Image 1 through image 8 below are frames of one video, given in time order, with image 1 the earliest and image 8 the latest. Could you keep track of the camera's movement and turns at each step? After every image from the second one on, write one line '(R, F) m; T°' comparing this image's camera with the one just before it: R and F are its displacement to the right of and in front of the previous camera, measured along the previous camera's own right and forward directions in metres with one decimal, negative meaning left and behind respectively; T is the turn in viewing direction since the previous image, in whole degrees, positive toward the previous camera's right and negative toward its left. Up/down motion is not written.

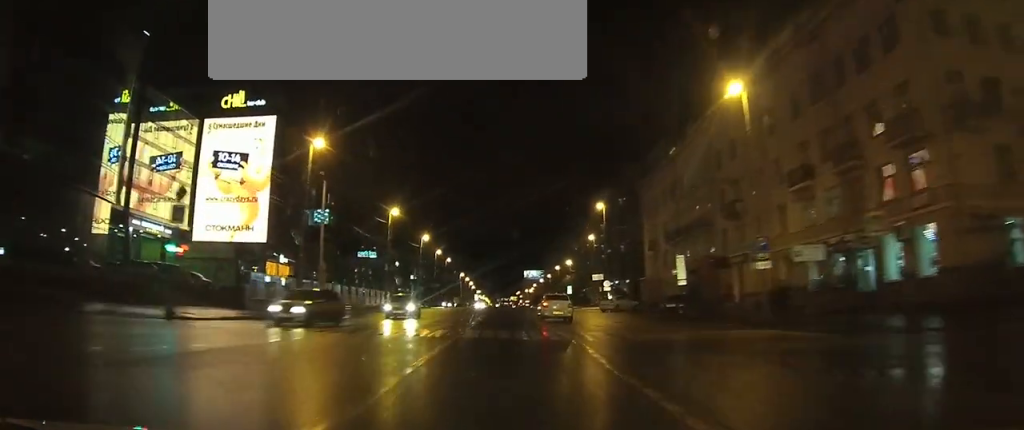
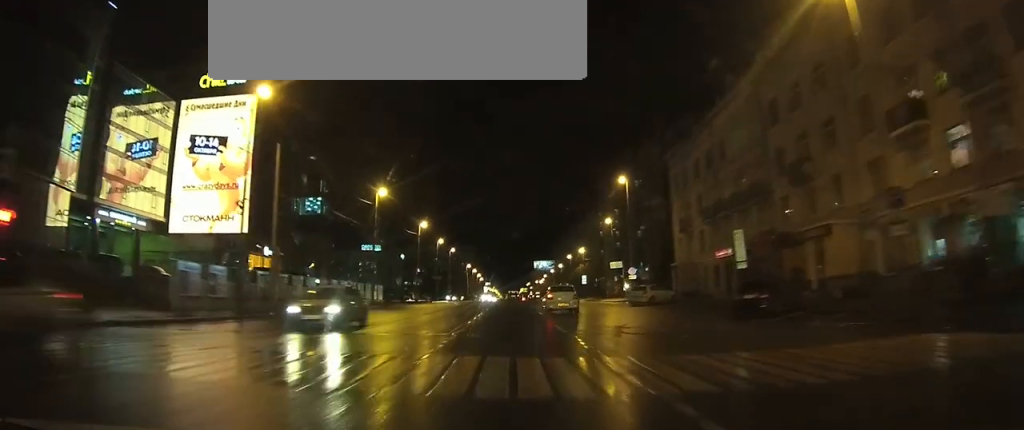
(0.0, +10.2) m; 0°
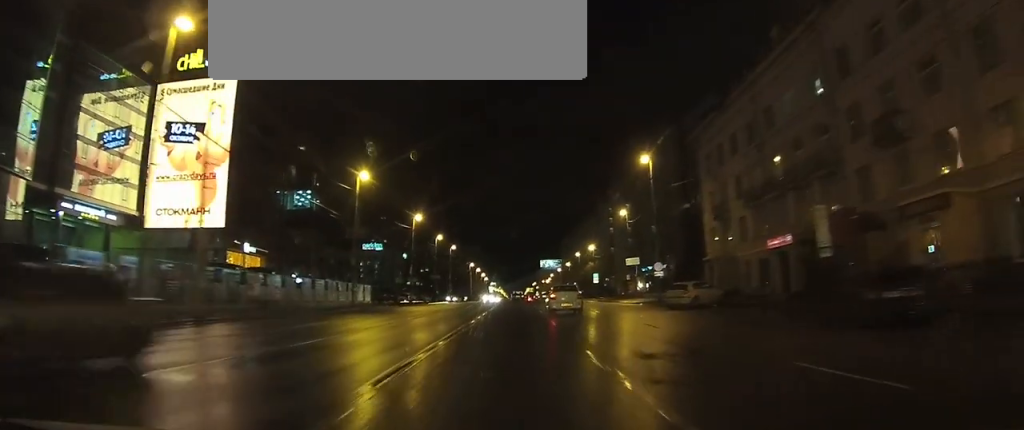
(0.0, +8.6) m; 0°
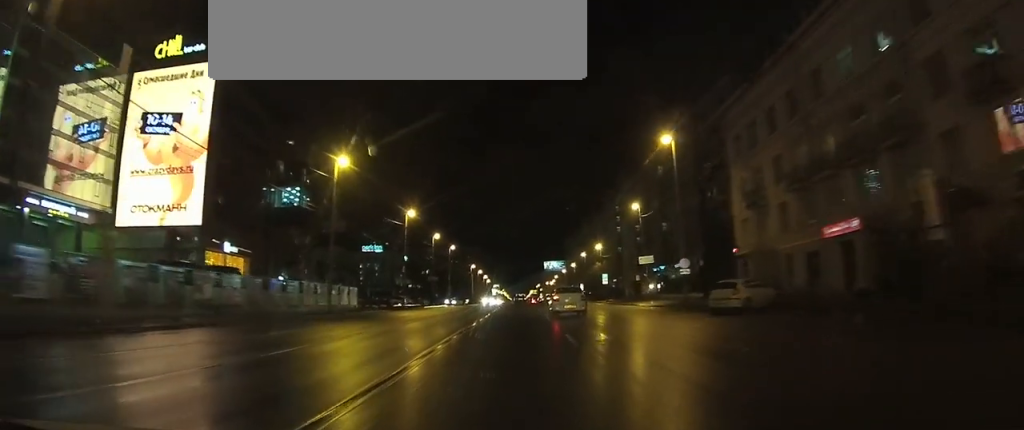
(0.0, +6.5) m; 0°
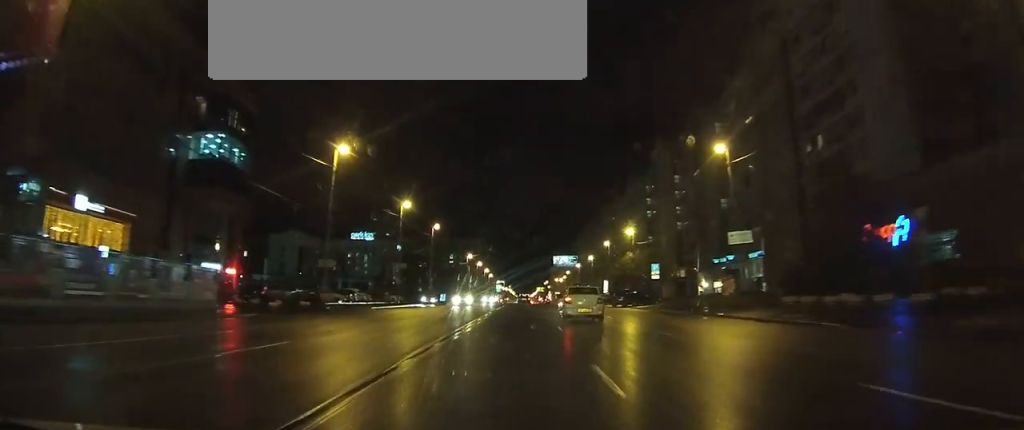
(-0.2, +27.1) m; -1°
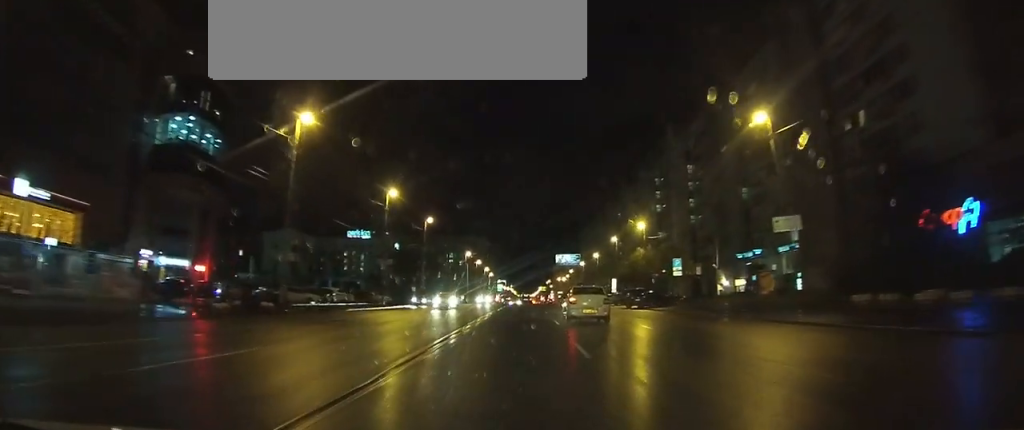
(0.0, +7.5) m; 0°
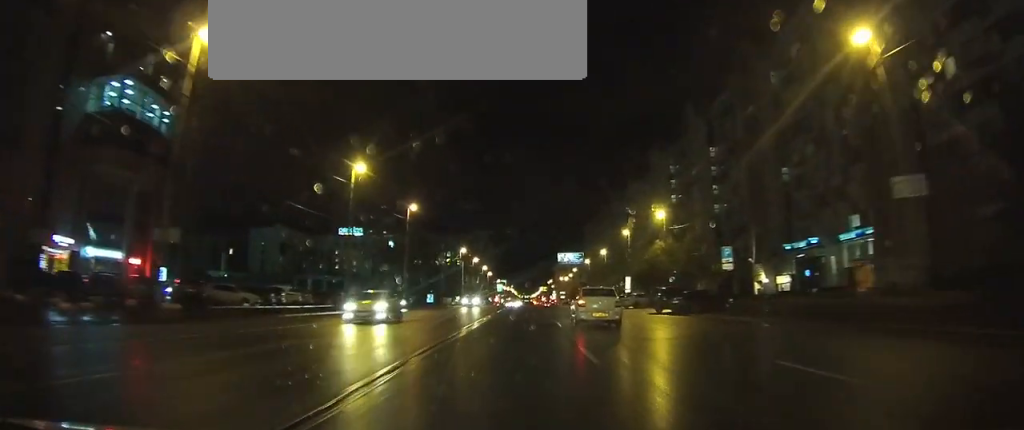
(0.0, +12.7) m; 0°
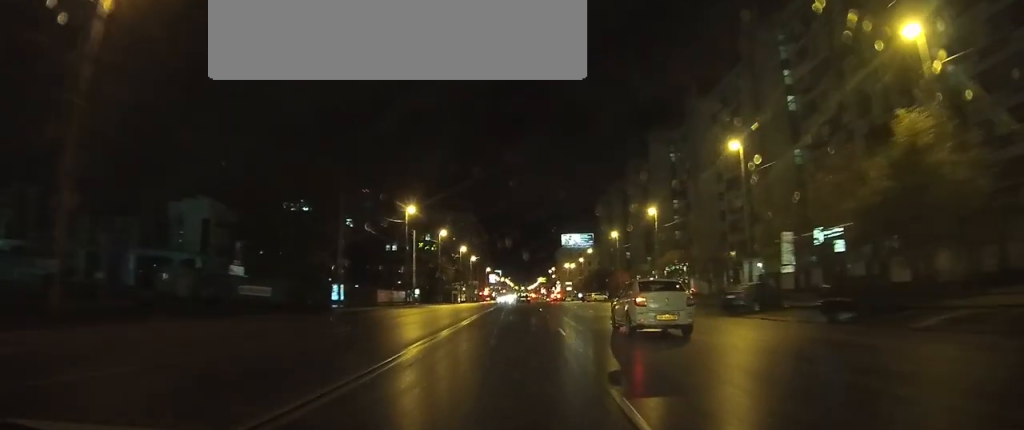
(+0.3, +59.4) m; +1°
